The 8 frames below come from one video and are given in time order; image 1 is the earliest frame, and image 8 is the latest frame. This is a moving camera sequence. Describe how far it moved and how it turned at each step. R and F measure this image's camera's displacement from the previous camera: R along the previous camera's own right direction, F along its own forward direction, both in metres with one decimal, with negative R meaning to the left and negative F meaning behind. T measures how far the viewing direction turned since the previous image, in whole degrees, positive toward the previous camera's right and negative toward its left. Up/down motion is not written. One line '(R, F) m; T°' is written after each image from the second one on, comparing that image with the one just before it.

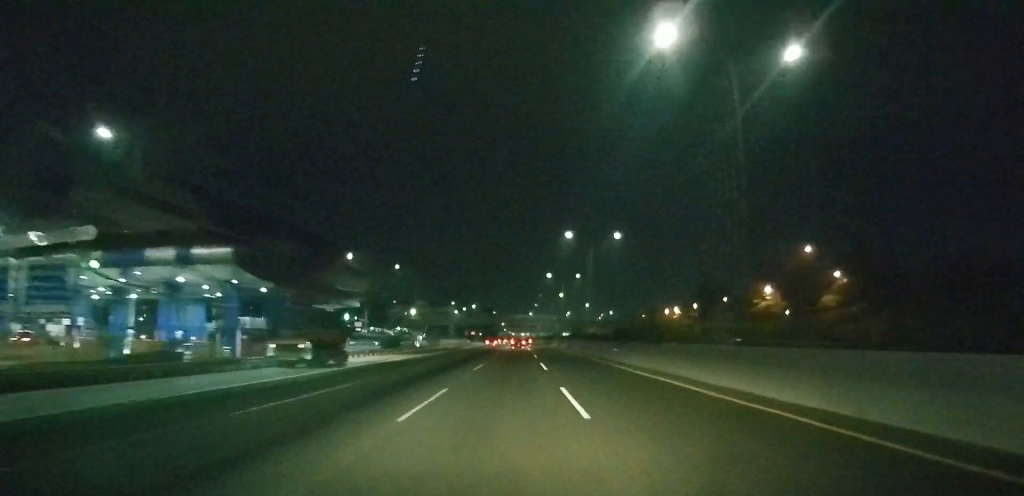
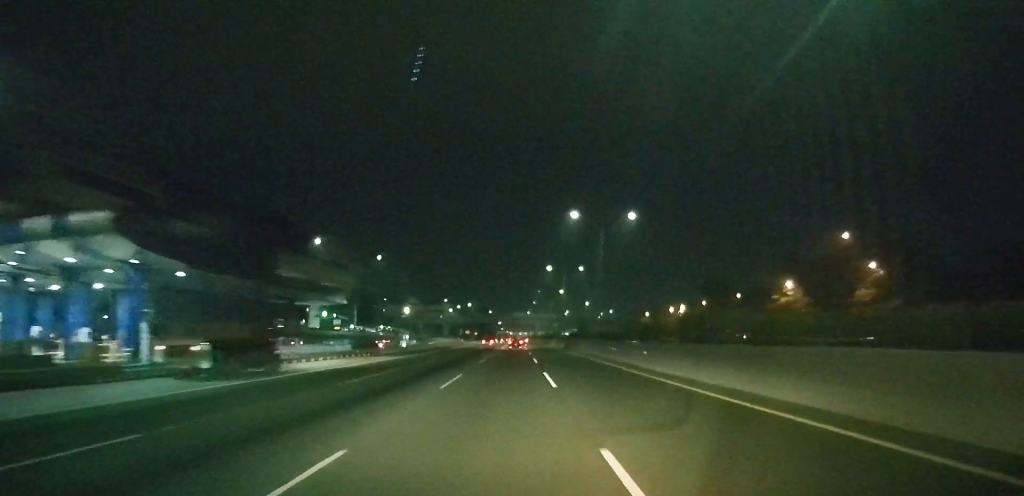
(0.0, +10.9) m; 0°
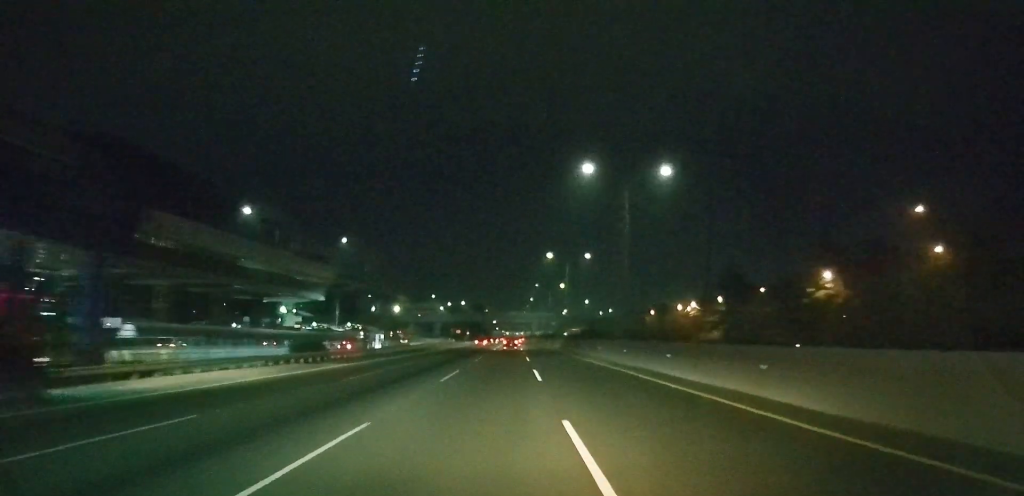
(0.0, +13.9) m; 0°
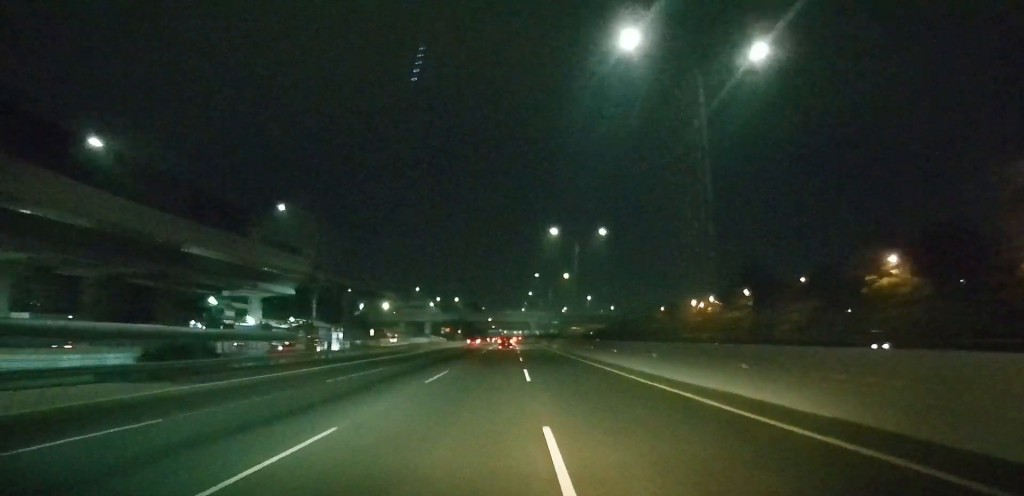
(0.0, +16.2) m; 0°
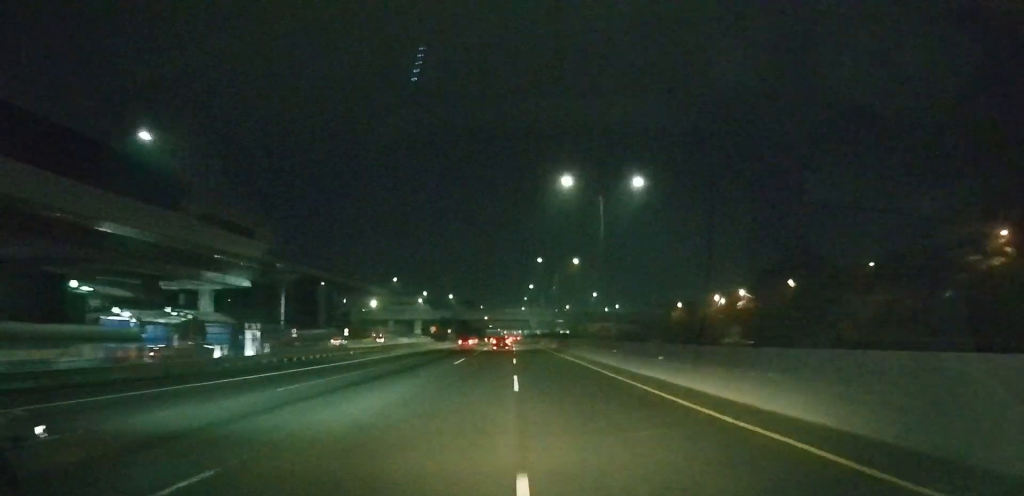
(0.0, +20.9) m; 0°
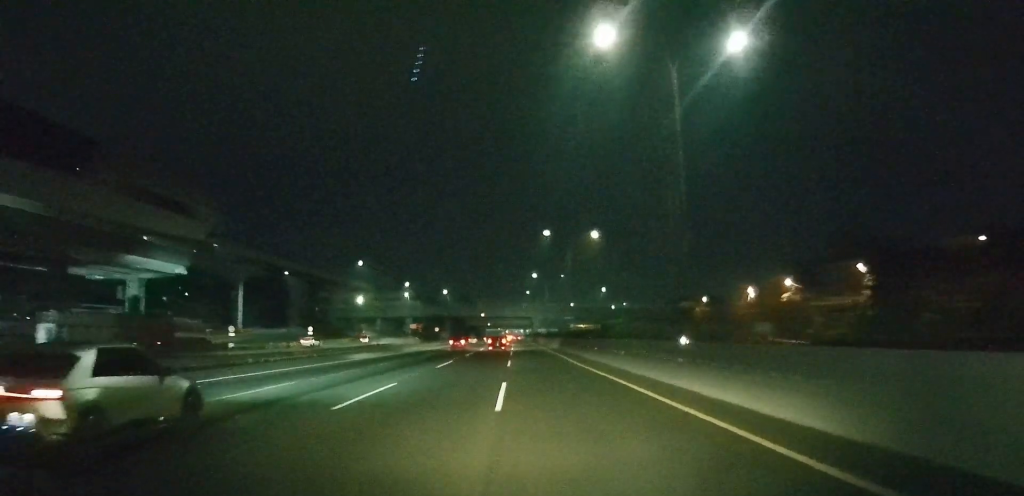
(0.0, +23.3) m; 0°
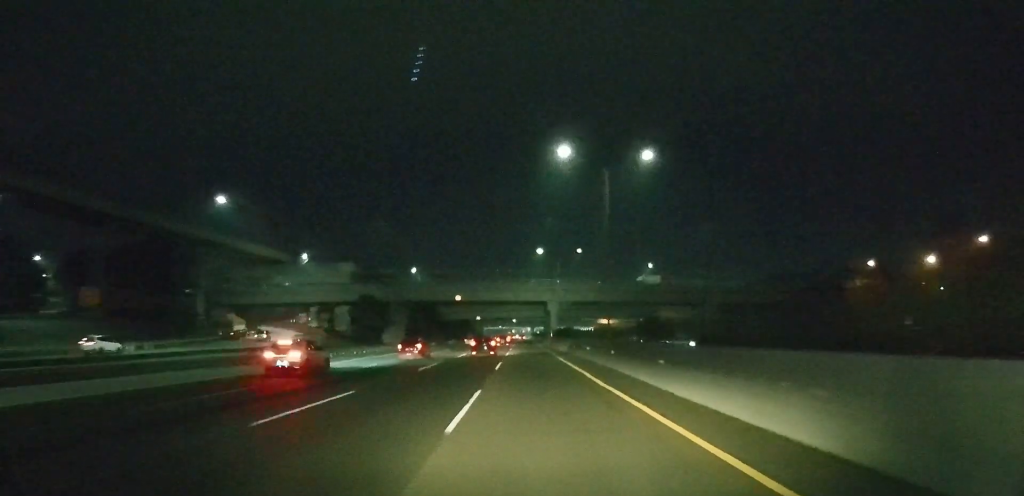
(-0.1, +79.2) m; 0°
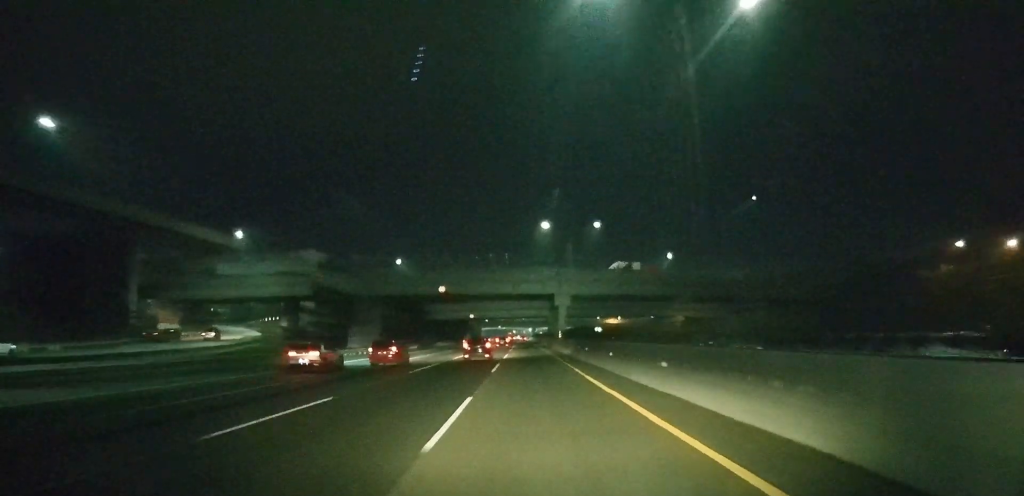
(0.0, +21.6) m; 0°
